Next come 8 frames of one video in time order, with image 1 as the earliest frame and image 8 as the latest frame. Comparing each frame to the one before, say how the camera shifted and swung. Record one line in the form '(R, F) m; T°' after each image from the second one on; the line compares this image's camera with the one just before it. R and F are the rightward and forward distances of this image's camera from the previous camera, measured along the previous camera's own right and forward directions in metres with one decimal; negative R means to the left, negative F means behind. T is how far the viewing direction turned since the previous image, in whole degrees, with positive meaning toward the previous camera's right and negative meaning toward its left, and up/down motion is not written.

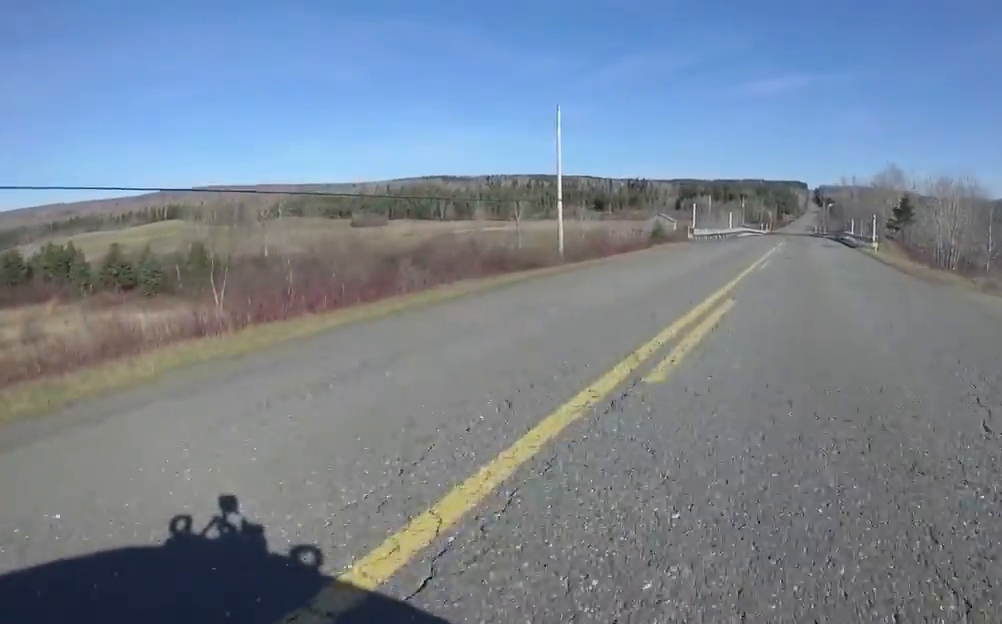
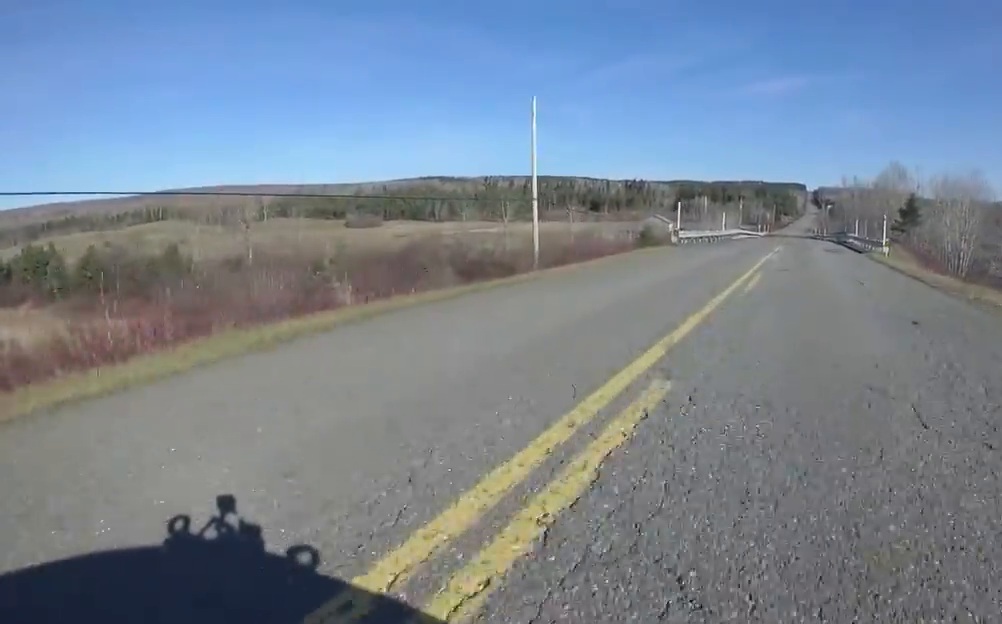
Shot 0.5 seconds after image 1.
(-0.5, +3.9) m; 0°
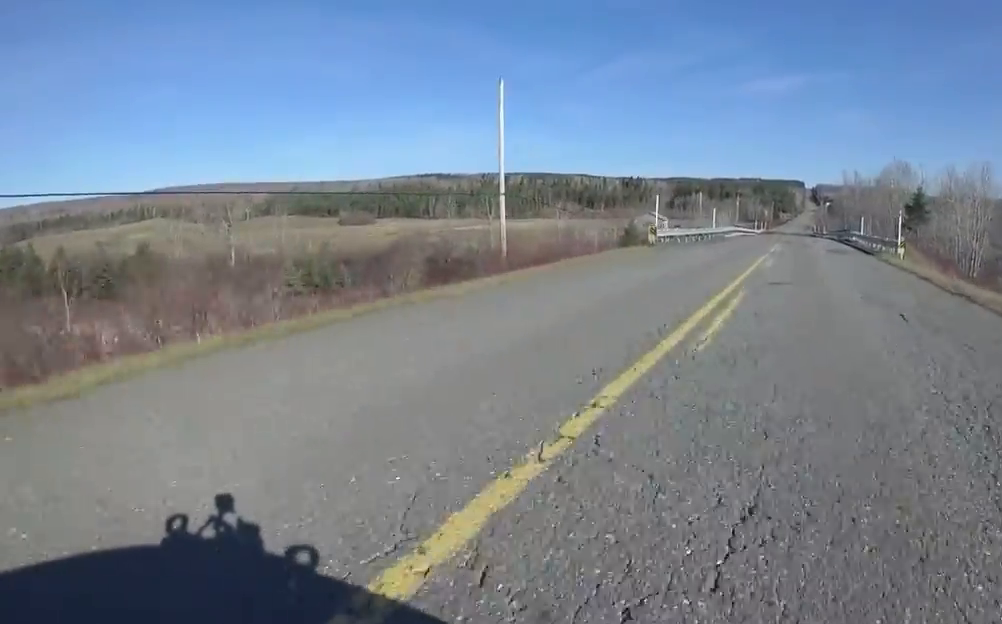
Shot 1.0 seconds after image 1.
(+0.3, +4.0) m; +3°
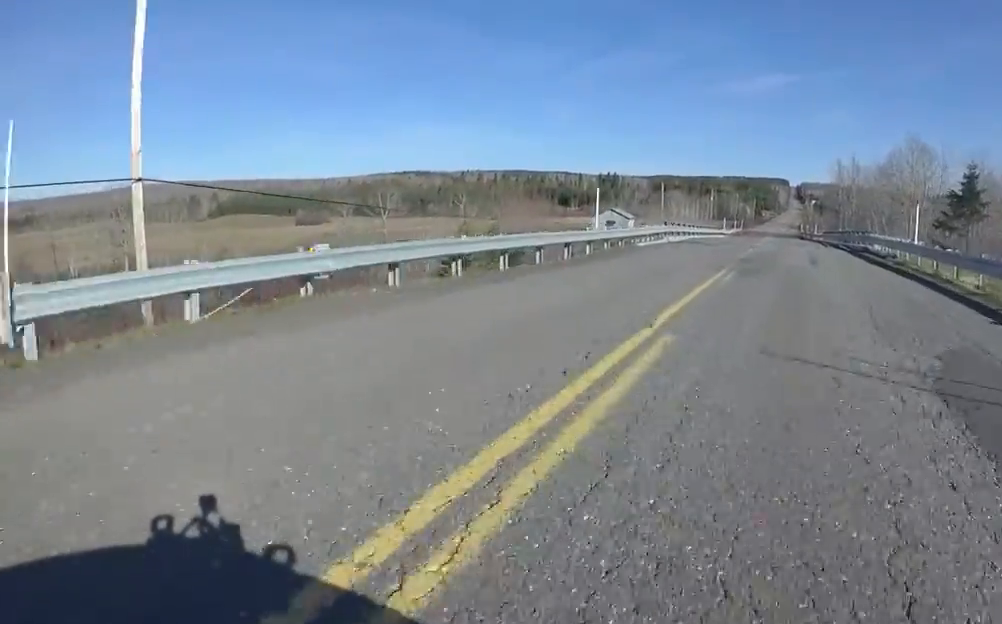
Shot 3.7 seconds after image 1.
(-0.4, +19.9) m; +4°
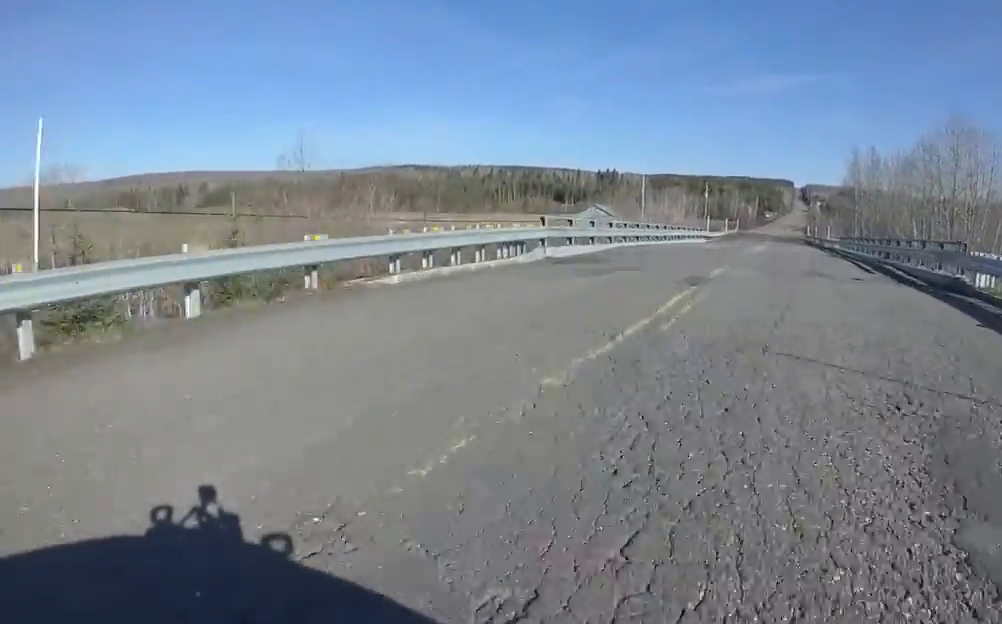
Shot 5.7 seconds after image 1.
(-0.2, +14.7) m; -7°
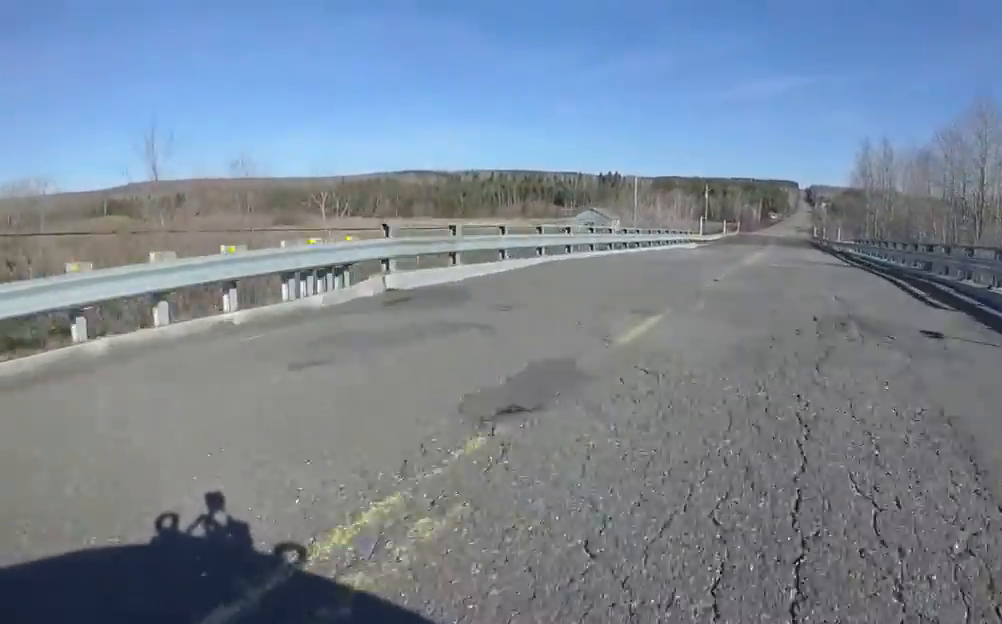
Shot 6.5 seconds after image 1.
(+0.5, +6.4) m; +4°
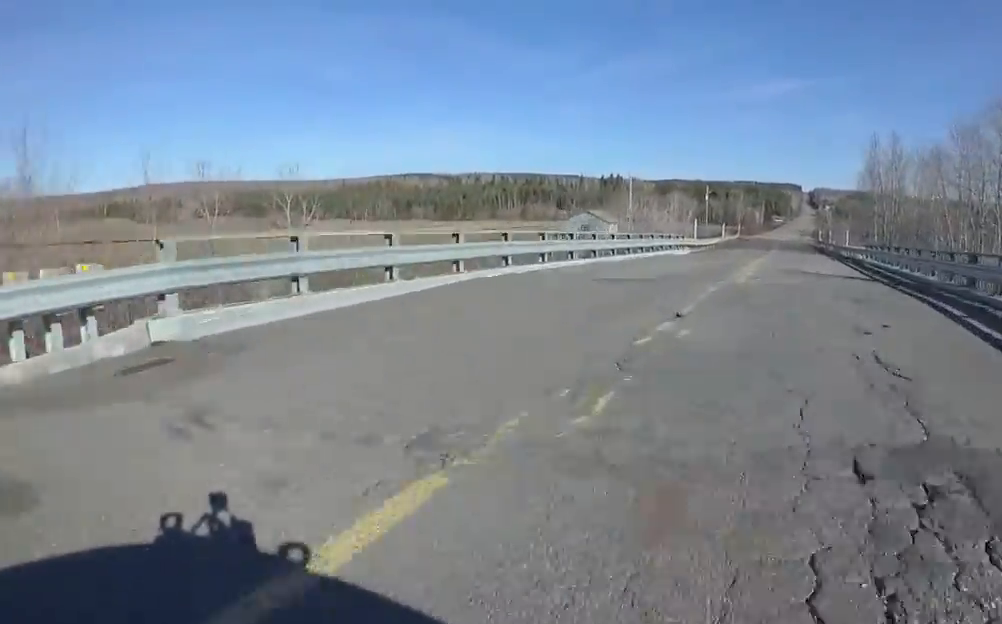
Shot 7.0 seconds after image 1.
(0.0, +4.0) m; -1°
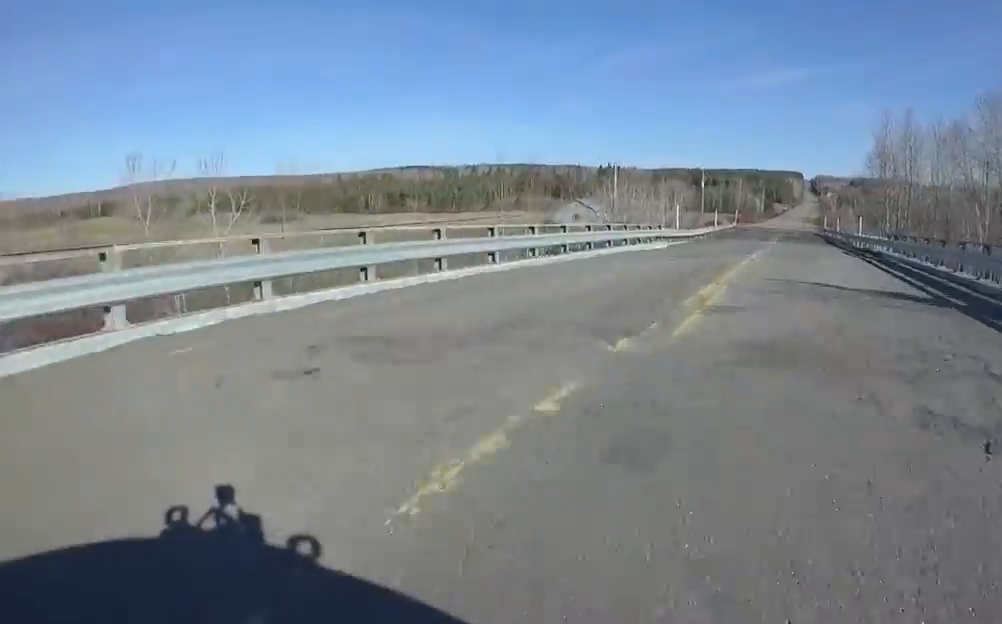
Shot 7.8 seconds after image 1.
(-0.1, +6.6) m; -4°
